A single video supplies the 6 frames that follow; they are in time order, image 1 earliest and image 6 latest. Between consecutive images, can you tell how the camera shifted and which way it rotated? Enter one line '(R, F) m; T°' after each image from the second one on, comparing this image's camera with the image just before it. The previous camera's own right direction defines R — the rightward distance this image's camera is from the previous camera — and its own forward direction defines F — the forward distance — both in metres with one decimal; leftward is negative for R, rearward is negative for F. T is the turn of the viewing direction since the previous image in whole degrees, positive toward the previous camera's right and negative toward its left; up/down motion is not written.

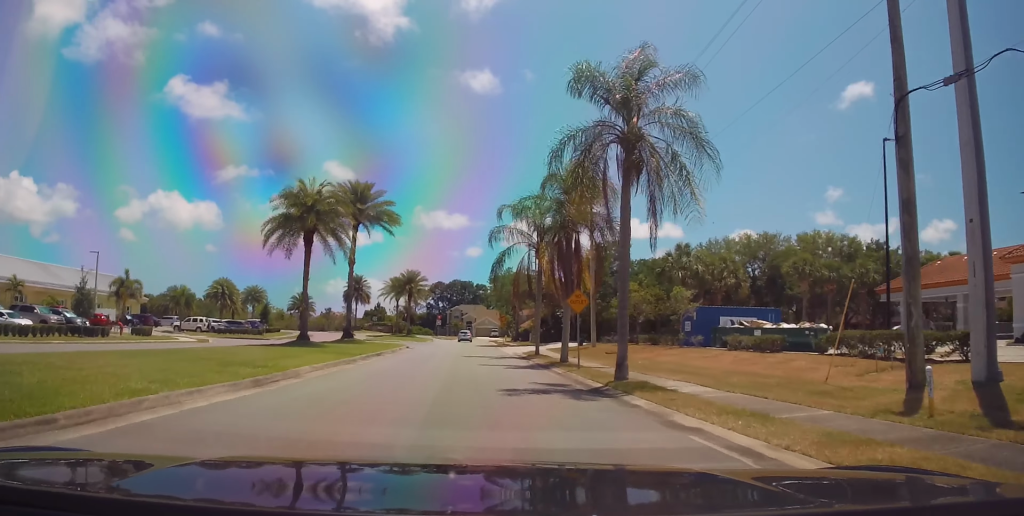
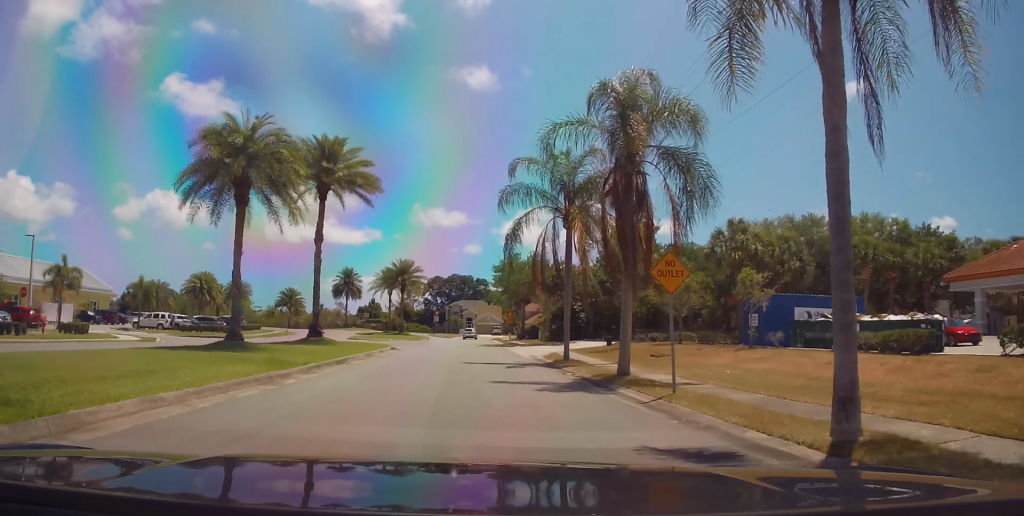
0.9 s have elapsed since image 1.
(0.0, +9.1) m; 0°
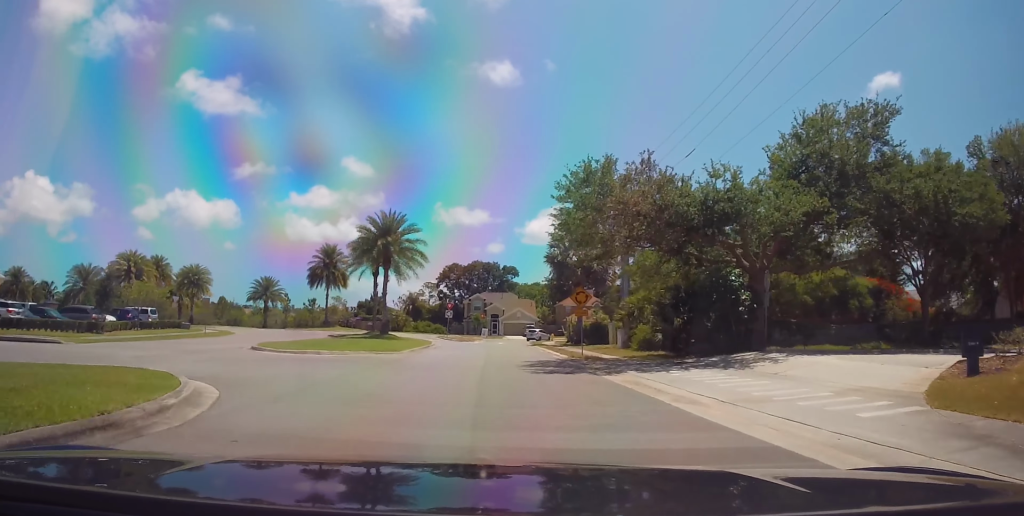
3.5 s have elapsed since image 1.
(0.0, +28.6) m; 0°
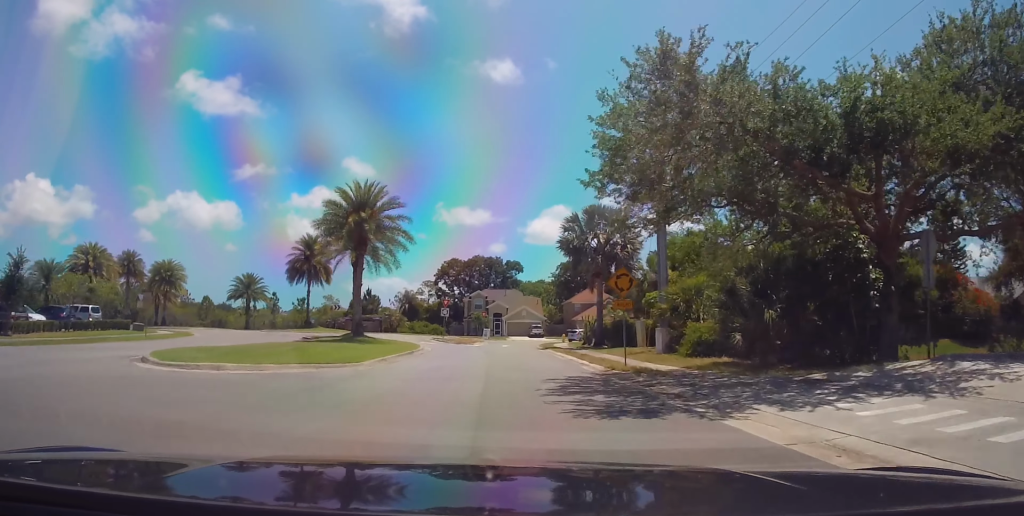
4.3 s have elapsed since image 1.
(0.0, +9.1) m; 0°
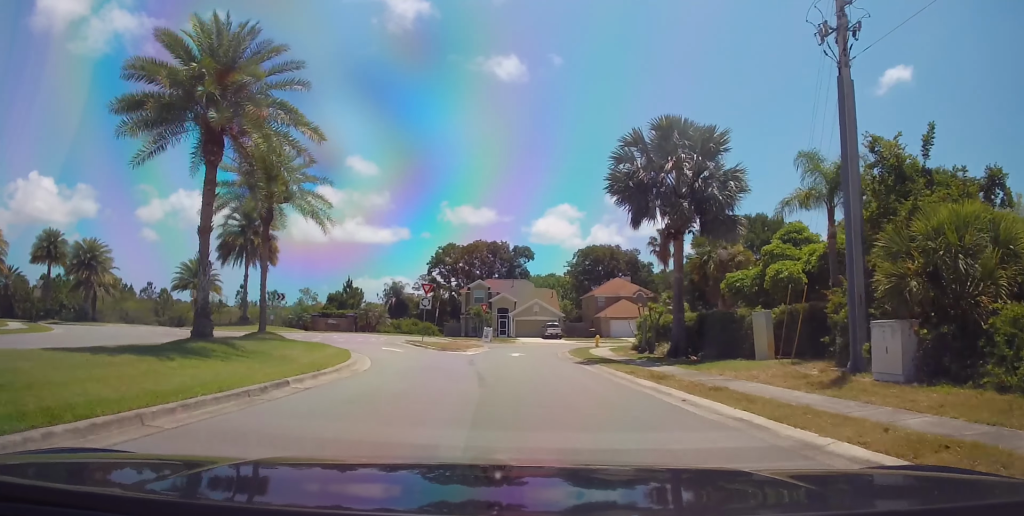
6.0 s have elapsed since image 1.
(0.0, +19.2) m; 0°
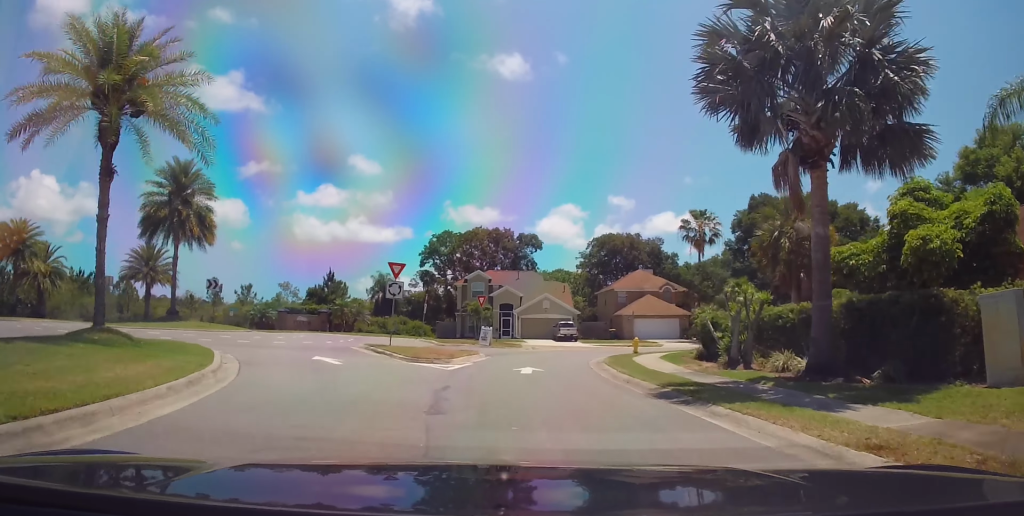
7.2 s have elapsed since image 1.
(0.0, +12.5) m; 0°
